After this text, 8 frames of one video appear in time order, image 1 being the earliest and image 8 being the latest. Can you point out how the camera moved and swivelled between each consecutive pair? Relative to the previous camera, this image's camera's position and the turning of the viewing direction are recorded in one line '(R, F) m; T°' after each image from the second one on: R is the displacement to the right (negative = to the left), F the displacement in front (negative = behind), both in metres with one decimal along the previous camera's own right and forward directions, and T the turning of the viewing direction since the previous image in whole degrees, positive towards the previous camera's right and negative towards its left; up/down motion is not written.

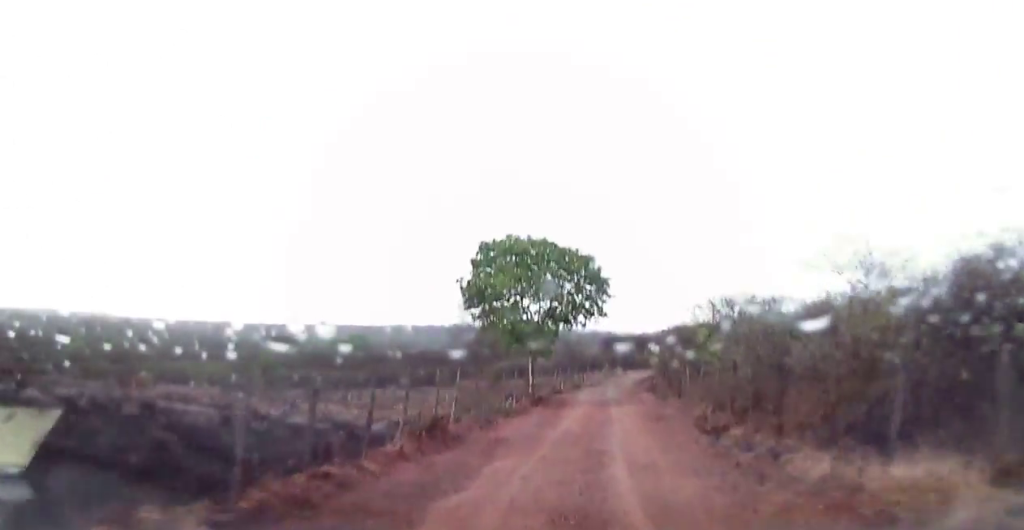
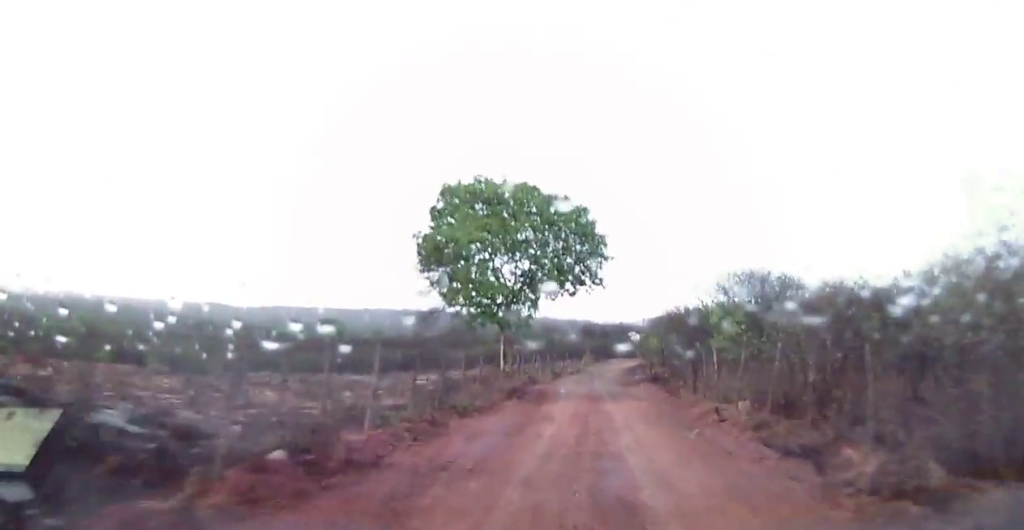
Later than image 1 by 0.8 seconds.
(+0.3, +6.0) m; +6°
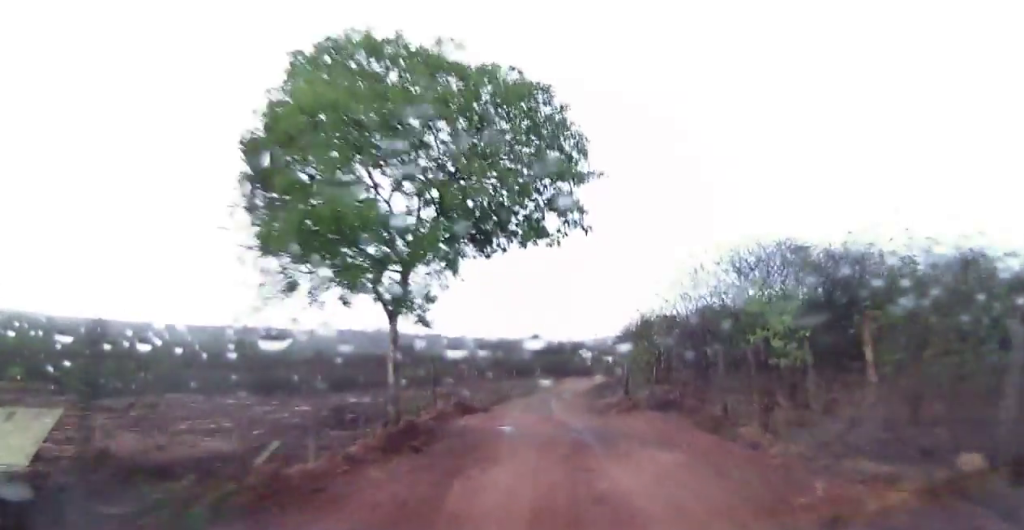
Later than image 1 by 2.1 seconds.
(+0.7, +9.5) m; +2°
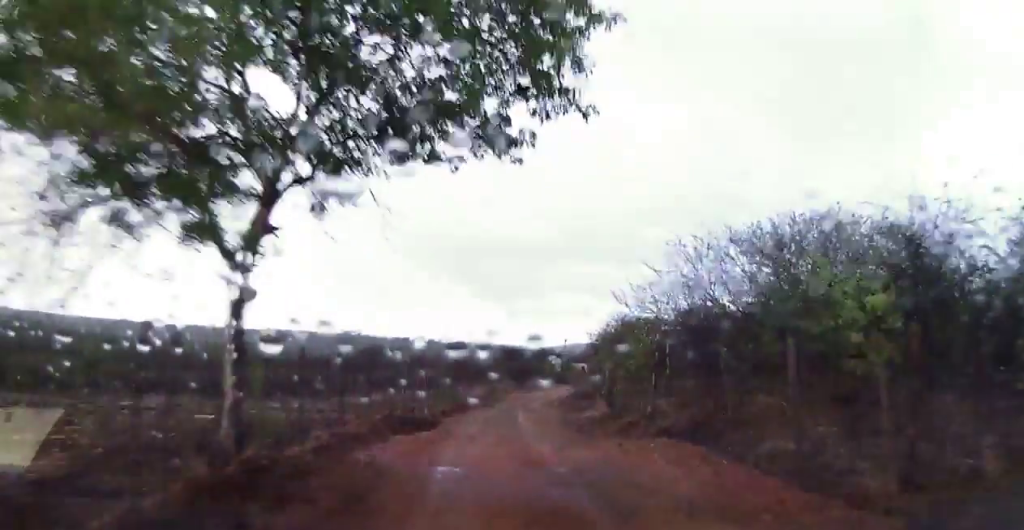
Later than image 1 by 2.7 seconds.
(-0.3, +5.1) m; 0°
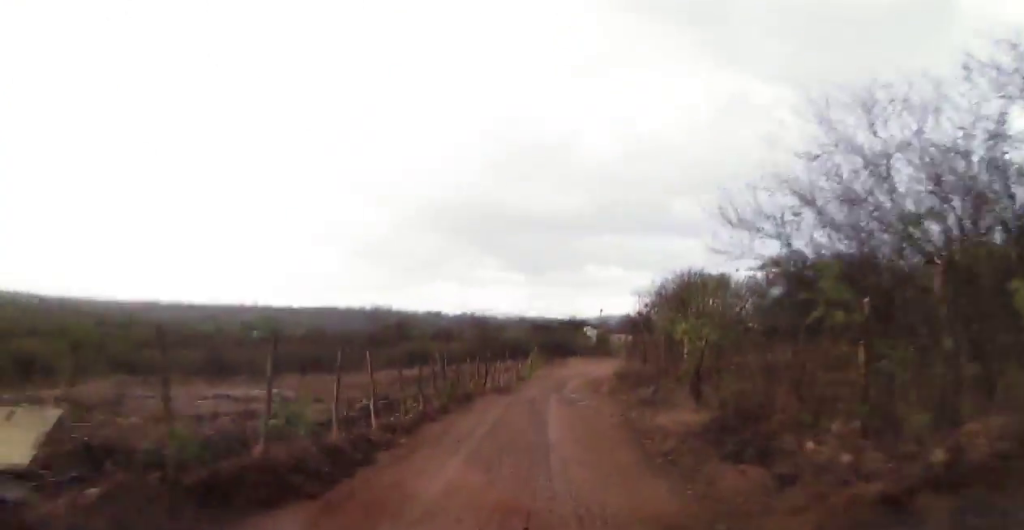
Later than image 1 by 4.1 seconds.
(+0.3, +10.4) m; 0°
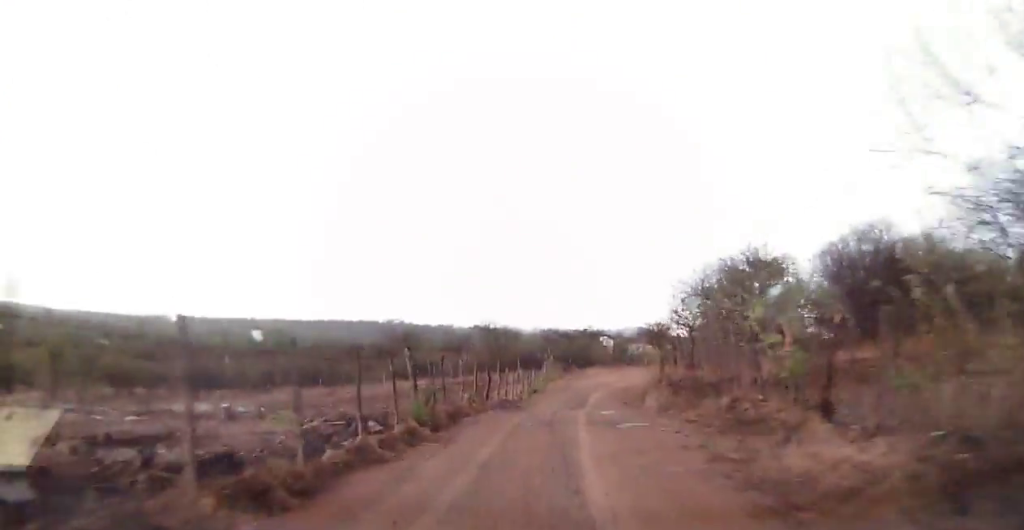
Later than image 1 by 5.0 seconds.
(-0.4, +6.3) m; -3°
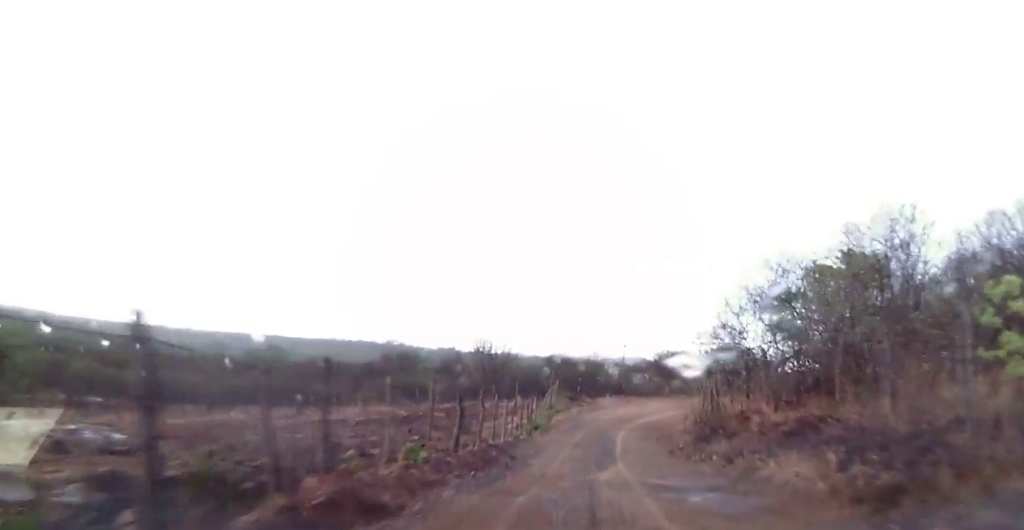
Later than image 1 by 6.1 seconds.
(-0.1, +8.5) m; -1°
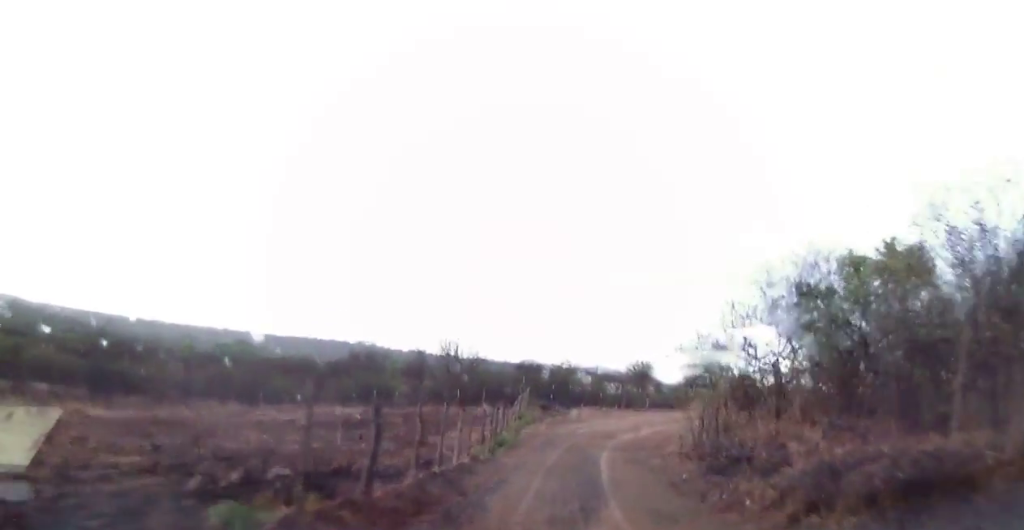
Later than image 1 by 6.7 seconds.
(0.0, +4.3) m; +2°
